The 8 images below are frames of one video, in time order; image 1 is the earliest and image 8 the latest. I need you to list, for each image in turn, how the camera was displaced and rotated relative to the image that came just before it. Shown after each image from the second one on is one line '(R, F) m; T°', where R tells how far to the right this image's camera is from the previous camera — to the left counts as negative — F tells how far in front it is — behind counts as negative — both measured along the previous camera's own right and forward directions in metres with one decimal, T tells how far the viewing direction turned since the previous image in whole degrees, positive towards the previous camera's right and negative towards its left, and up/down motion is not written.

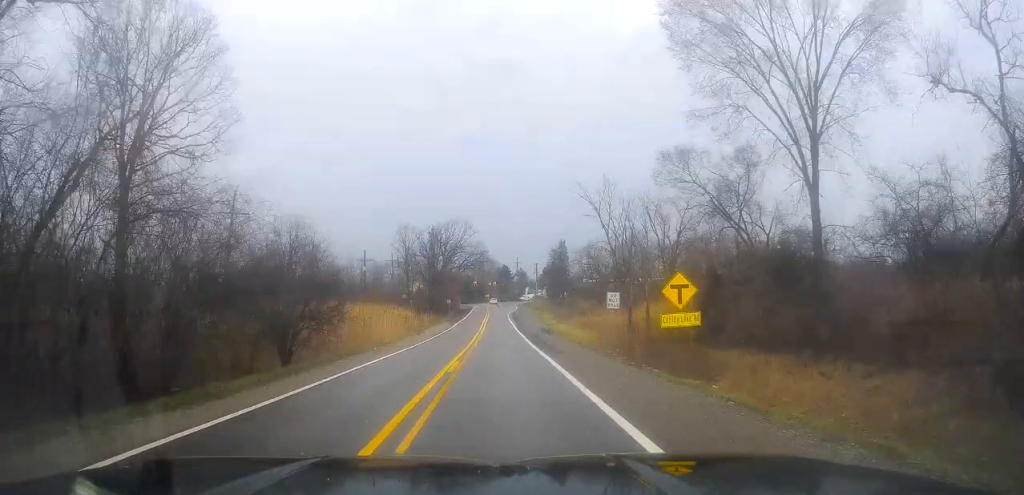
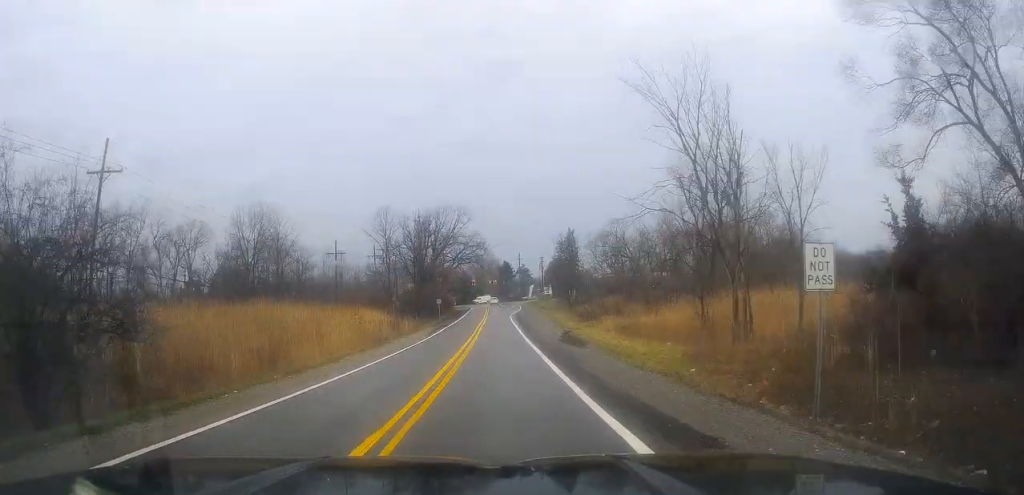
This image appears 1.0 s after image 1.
(-0.5, +18.0) m; 0°
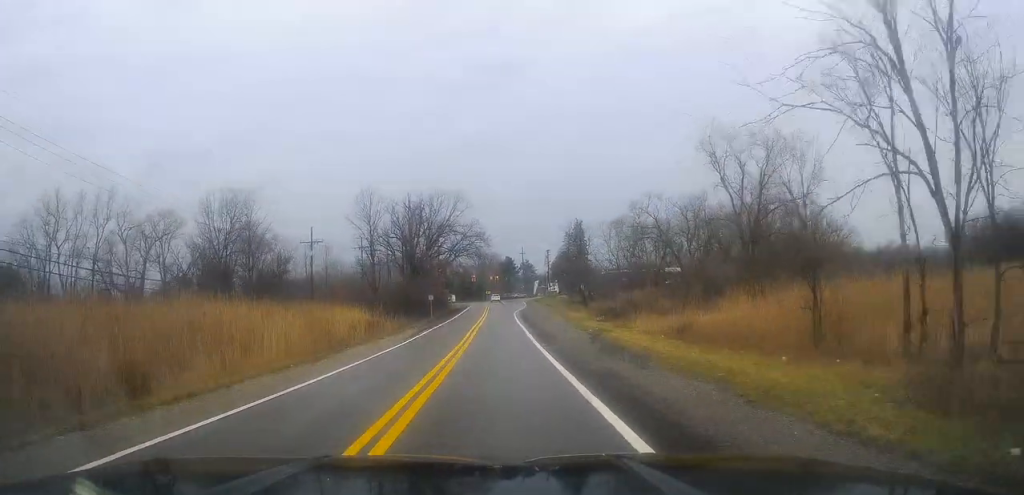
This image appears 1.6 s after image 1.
(+0.1, +11.7) m; 0°
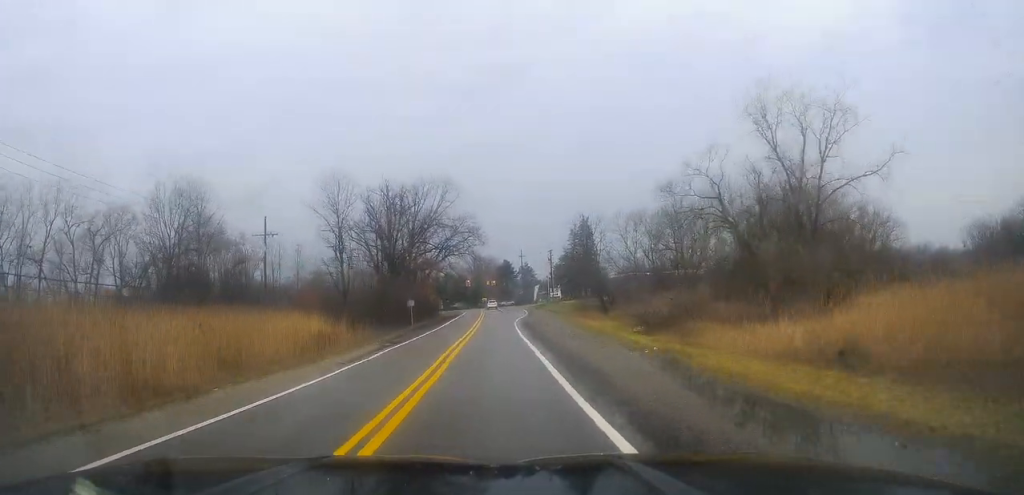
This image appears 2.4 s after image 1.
(+0.4, +14.1) m; +1°
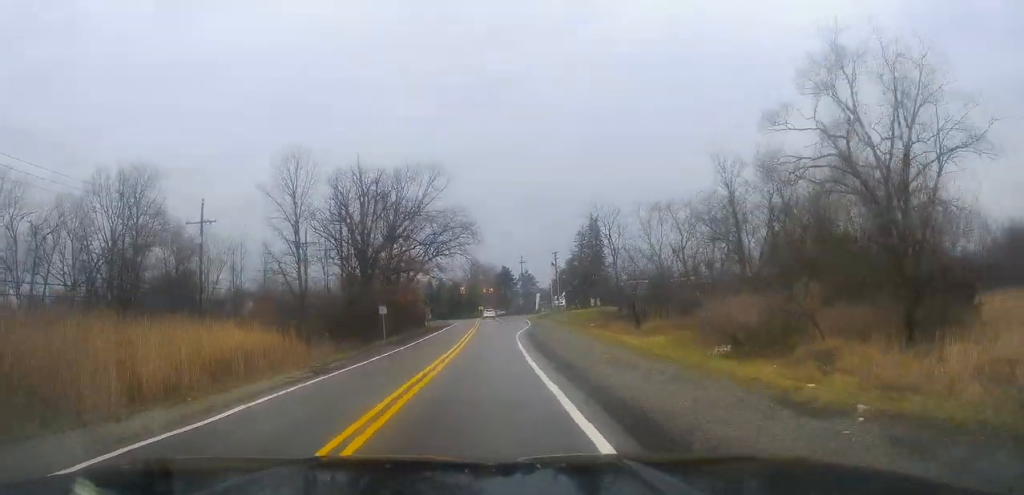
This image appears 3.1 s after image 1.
(-0.3, +13.1) m; 0°
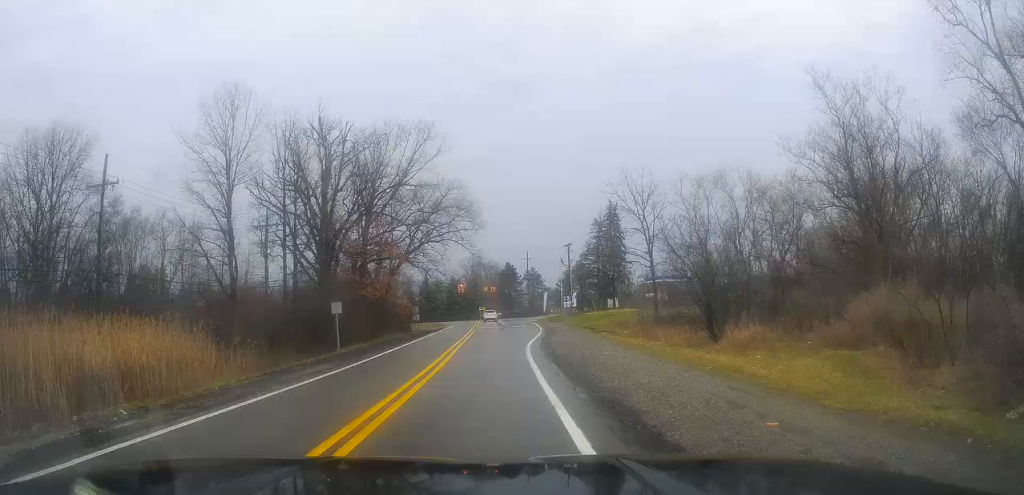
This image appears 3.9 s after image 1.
(+0.2, +14.3) m; -1°
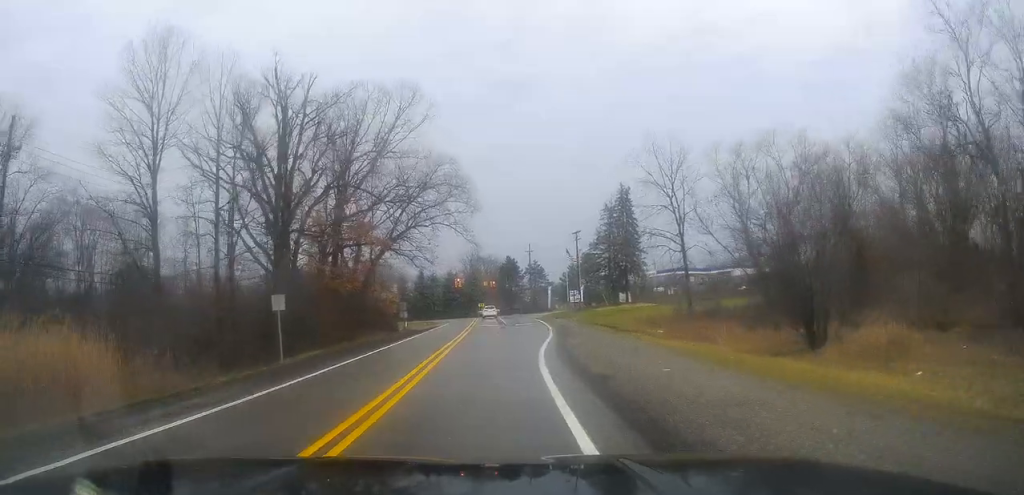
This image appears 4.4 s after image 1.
(0.0, +9.3) m; -1°
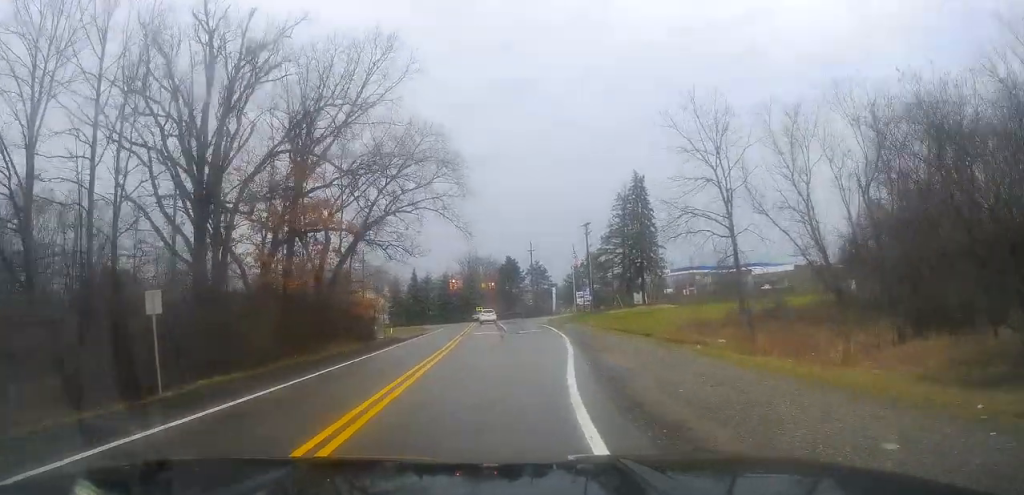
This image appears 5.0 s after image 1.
(-0.5, +10.0) m; 0°
